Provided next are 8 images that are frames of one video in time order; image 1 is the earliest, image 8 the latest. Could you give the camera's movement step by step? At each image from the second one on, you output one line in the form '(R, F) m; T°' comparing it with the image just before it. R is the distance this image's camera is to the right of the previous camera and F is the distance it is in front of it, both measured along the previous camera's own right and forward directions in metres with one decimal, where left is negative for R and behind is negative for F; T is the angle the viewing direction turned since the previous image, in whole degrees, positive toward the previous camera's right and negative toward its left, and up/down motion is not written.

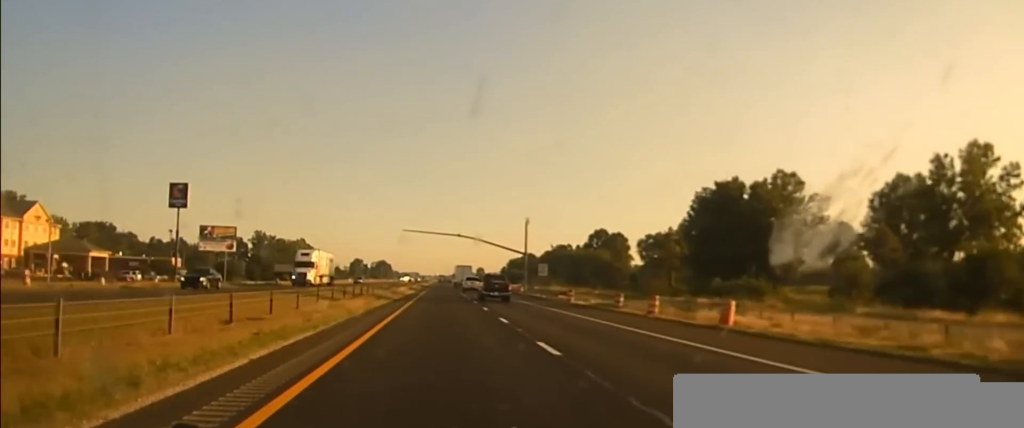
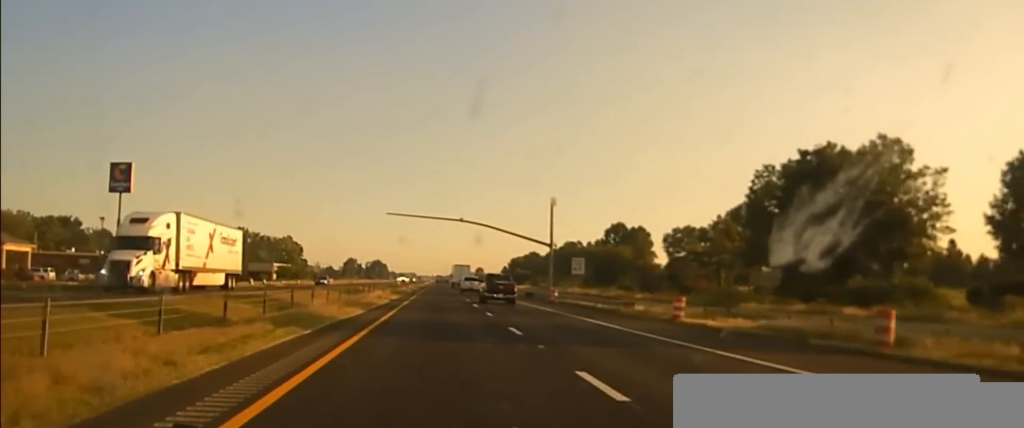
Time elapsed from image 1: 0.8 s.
(0.0, +27.3) m; 0°
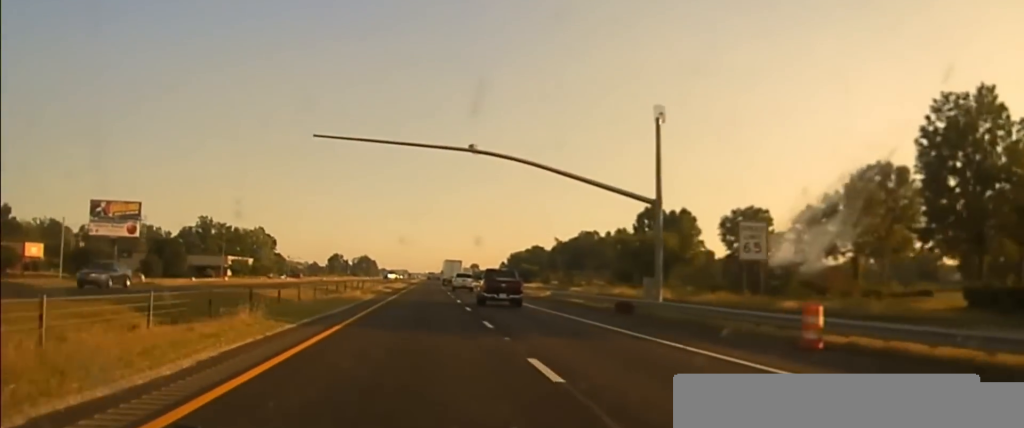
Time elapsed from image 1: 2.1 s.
(+0.2, +37.6) m; +1°
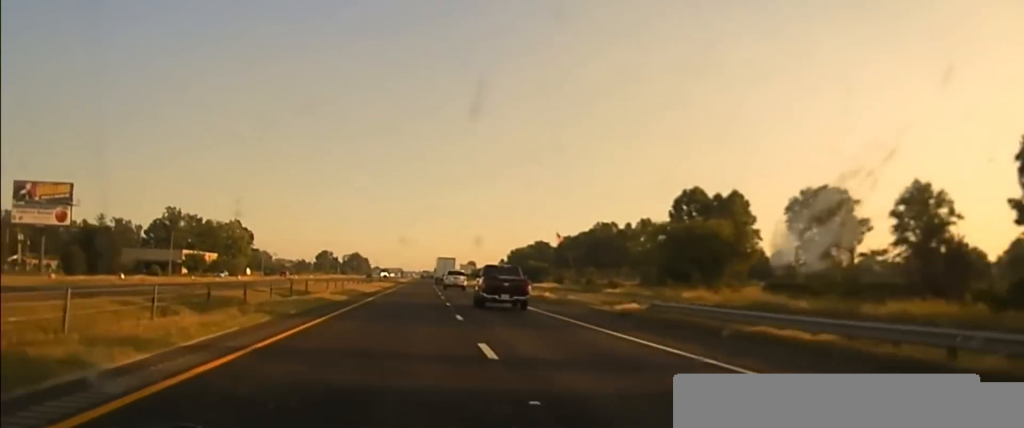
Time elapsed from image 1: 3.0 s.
(0.0, +26.1) m; 0°
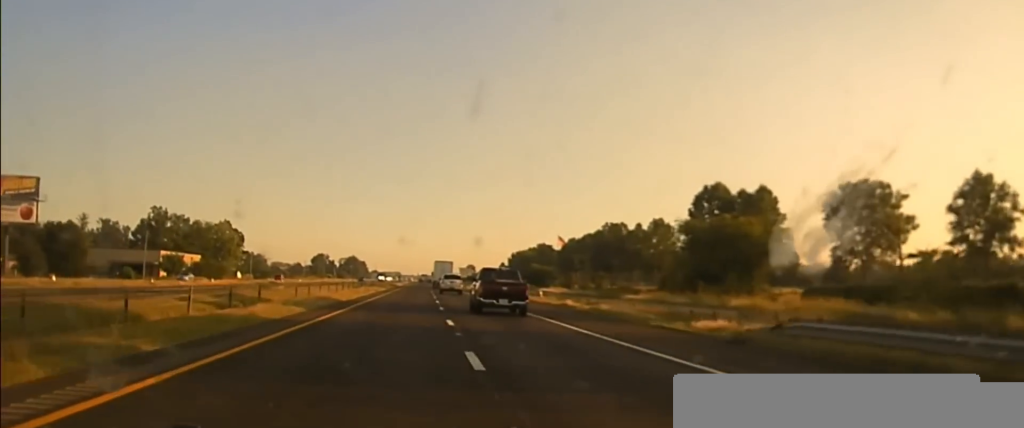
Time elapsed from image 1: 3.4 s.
(0.0, +11.8) m; 0°
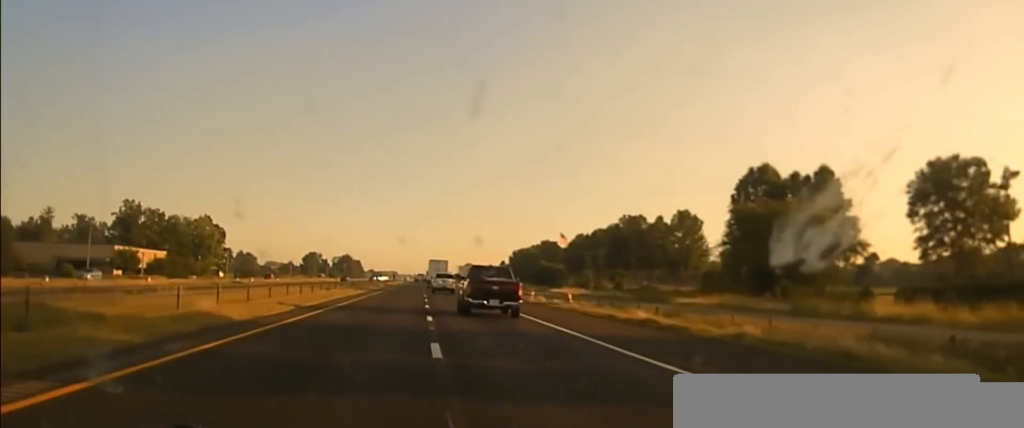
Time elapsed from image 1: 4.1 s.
(0.0, +21.0) m; 0°
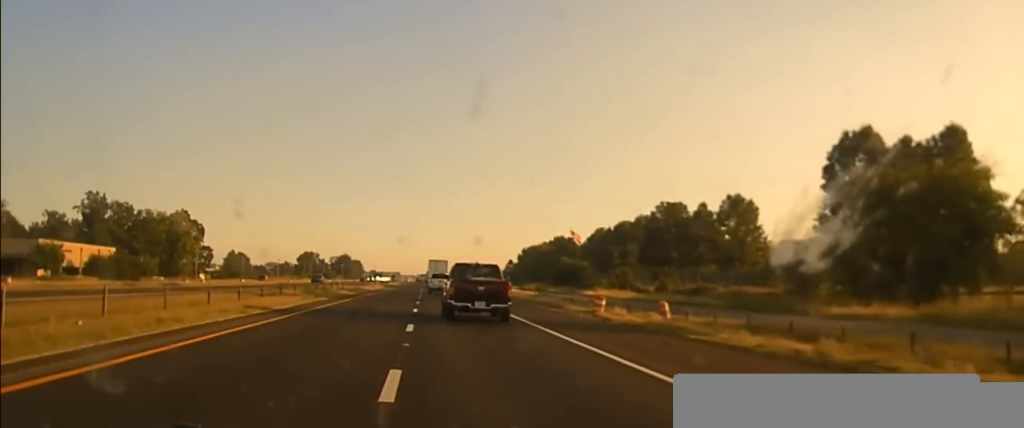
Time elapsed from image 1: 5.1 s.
(+0.1, +33.2) m; 0°
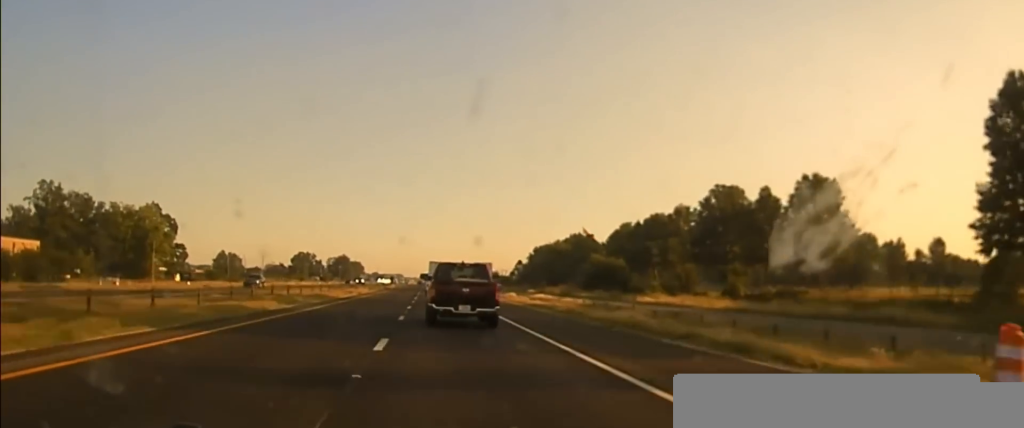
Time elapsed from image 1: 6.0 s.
(0.0, +34.0) m; 0°
